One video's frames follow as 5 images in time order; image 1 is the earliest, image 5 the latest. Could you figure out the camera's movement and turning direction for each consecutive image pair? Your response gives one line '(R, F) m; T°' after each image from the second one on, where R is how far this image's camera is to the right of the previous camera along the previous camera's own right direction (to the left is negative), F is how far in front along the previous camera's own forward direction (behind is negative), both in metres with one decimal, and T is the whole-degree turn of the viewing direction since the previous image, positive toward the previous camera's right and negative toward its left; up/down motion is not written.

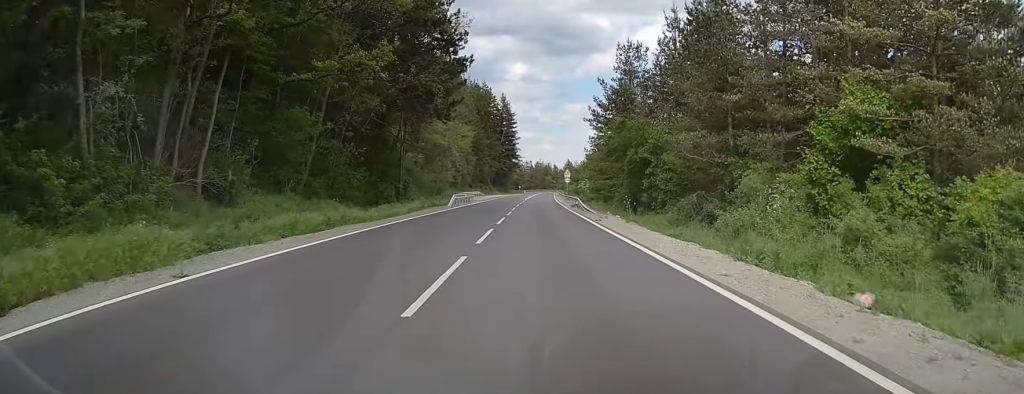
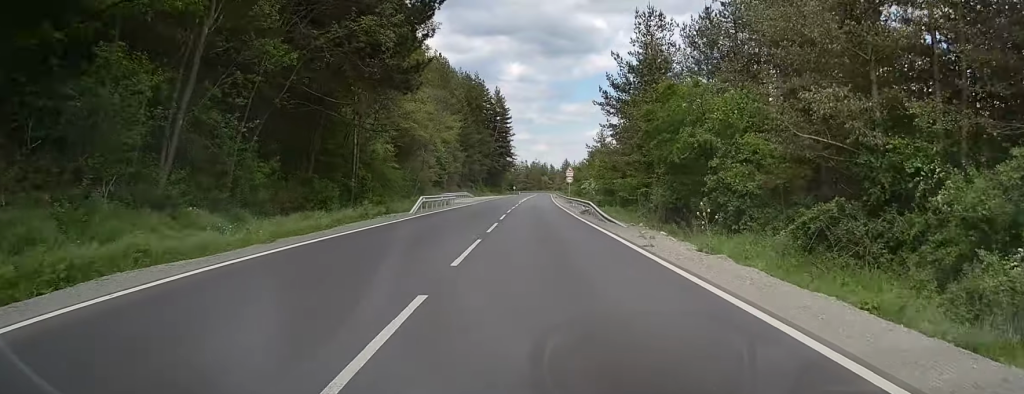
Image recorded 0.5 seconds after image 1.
(0.0, +13.6) m; 0°
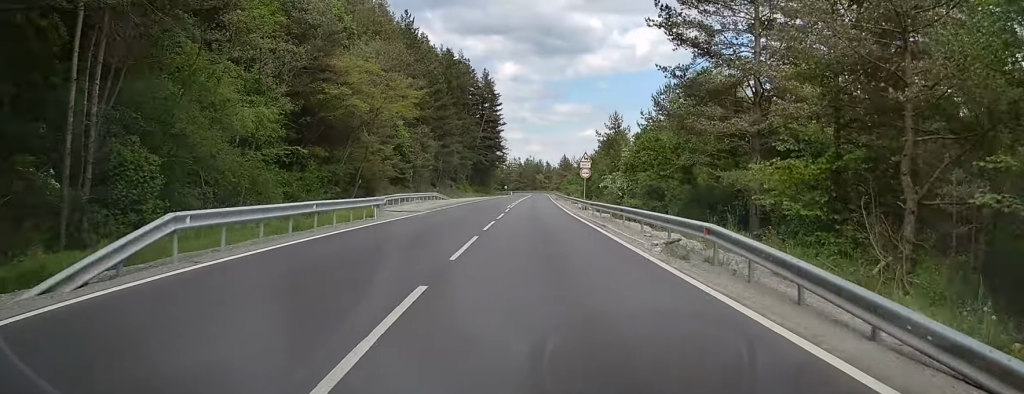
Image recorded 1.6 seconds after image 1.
(0.0, +26.2) m; 0°
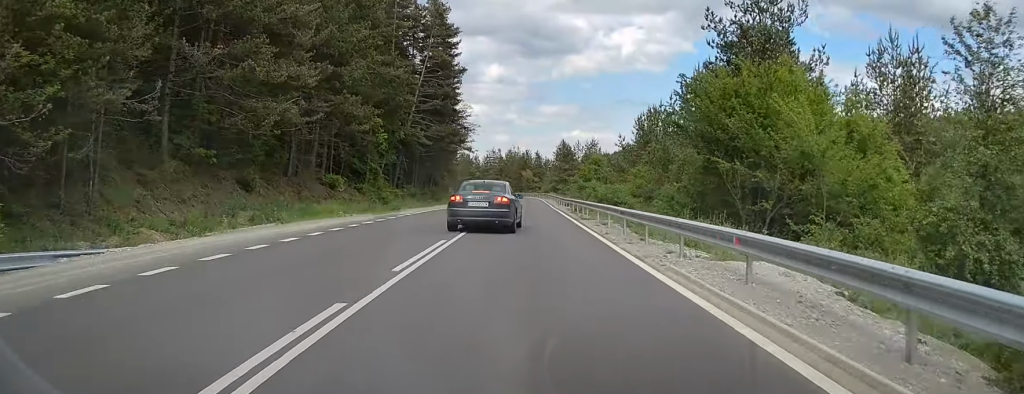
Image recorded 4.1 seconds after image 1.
(+0.6, +63.4) m; +1°
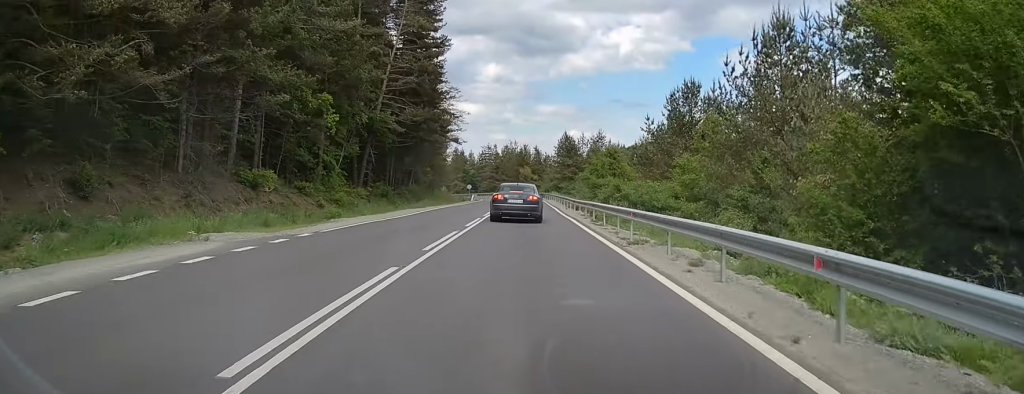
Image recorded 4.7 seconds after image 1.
(+0.1, +14.8) m; 0°
